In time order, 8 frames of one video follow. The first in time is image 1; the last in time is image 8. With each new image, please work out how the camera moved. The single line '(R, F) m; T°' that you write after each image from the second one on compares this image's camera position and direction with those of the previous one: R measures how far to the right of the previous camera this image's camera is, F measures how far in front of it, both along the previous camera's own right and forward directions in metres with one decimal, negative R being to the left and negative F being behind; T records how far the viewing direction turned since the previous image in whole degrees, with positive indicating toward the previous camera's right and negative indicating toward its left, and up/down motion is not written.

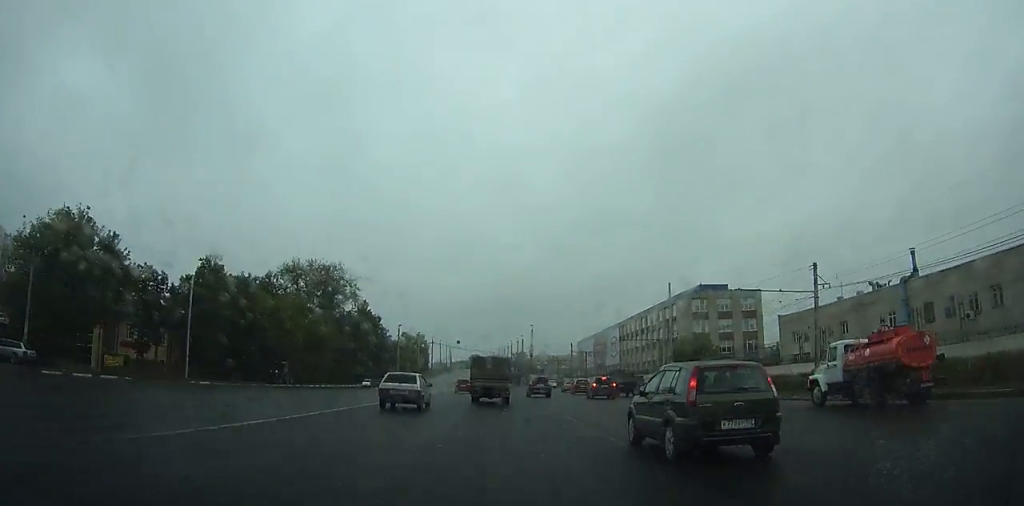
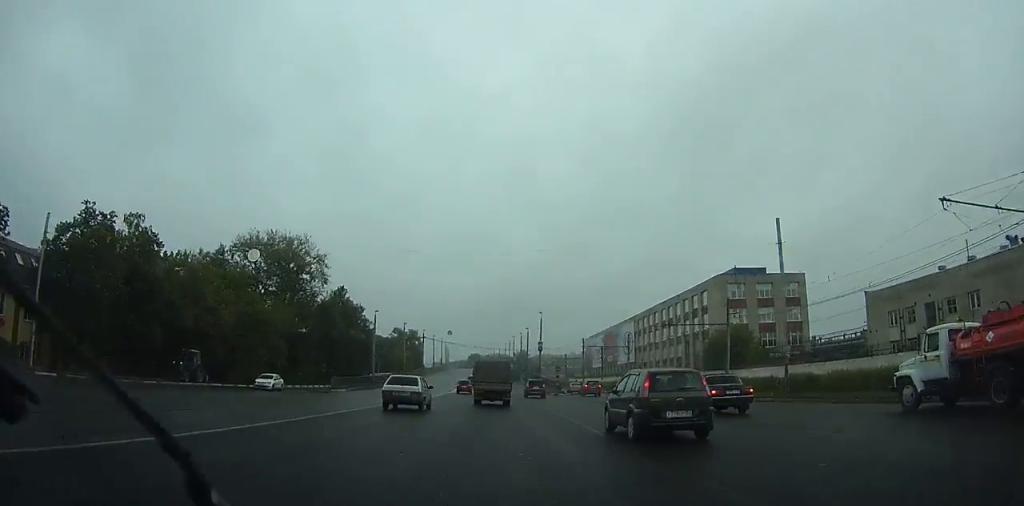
(+0.1, +20.0) m; 0°
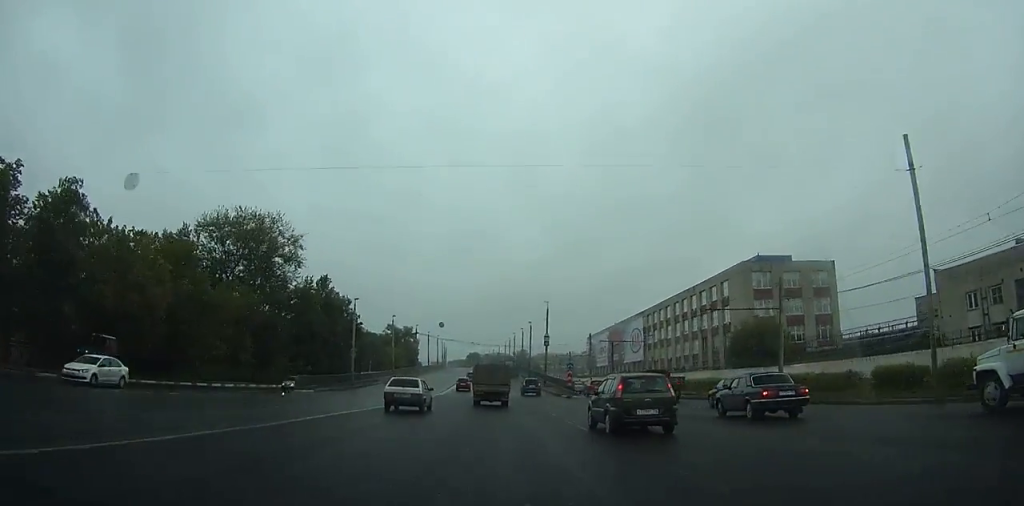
(0.0, +10.9) m; 0°
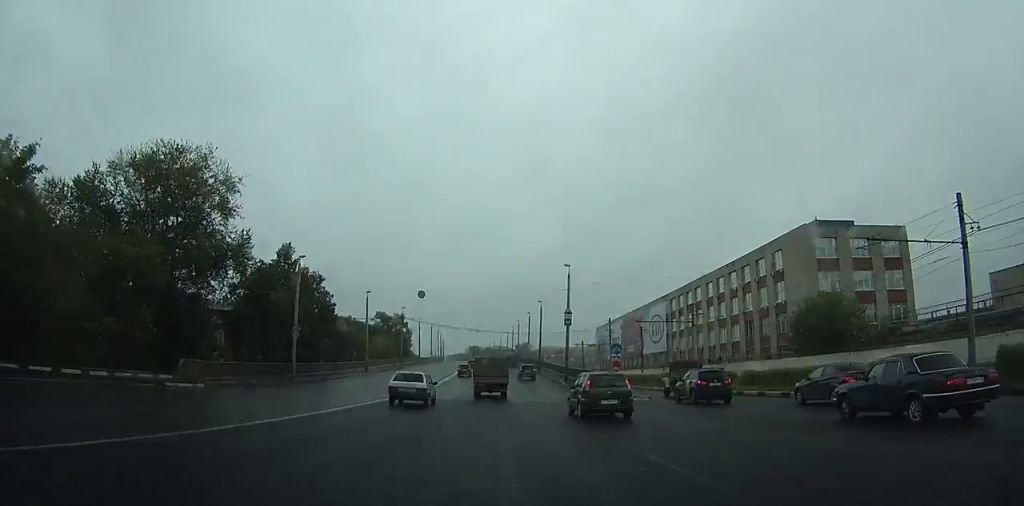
(0.0, +19.0) m; 0°
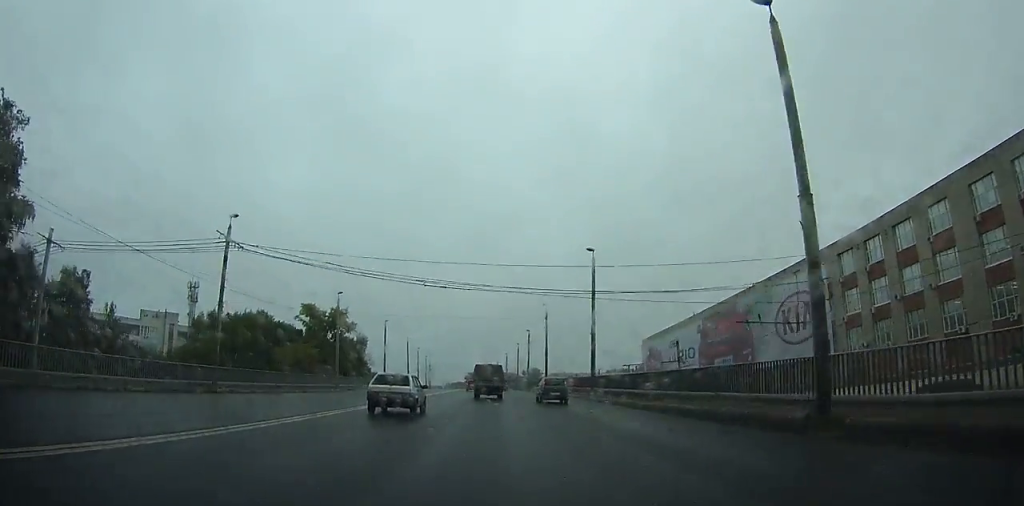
(-0.1, +64.0) m; 0°
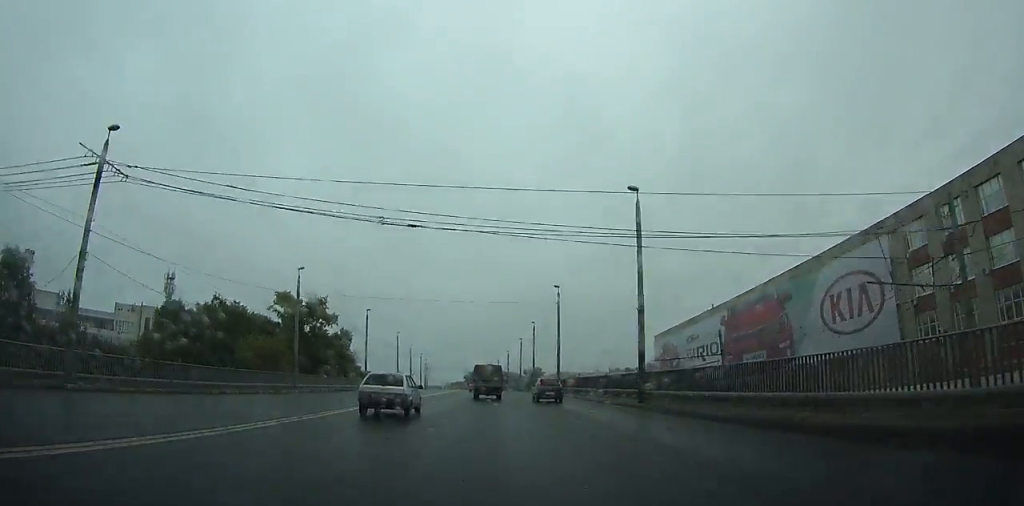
(0.0, +12.4) m; 0°
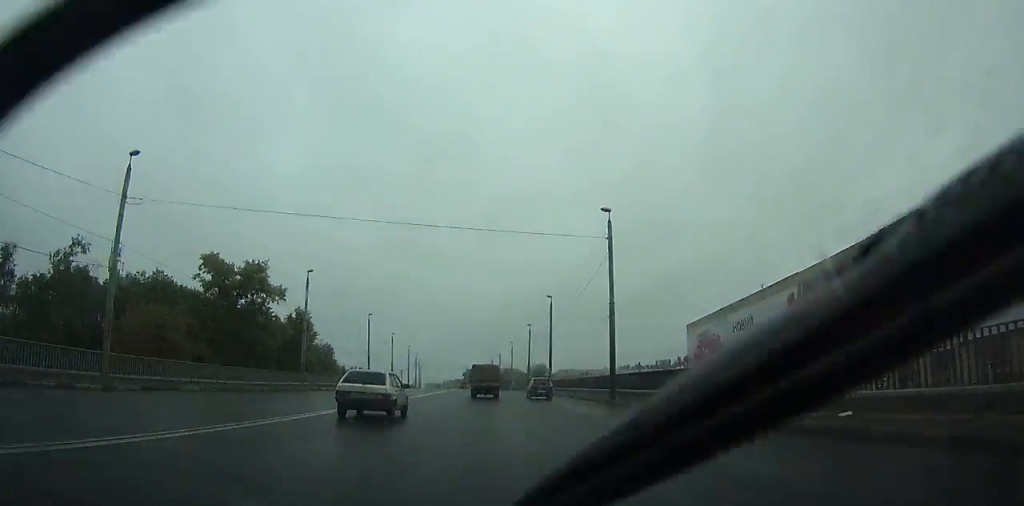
(0.0, +25.1) m; 0°
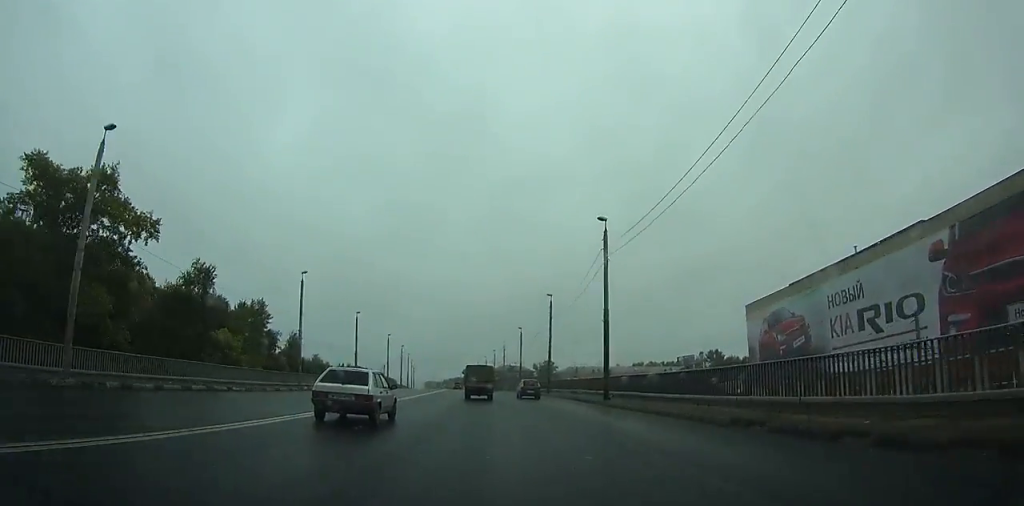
(0.0, +30.7) m; 0°
